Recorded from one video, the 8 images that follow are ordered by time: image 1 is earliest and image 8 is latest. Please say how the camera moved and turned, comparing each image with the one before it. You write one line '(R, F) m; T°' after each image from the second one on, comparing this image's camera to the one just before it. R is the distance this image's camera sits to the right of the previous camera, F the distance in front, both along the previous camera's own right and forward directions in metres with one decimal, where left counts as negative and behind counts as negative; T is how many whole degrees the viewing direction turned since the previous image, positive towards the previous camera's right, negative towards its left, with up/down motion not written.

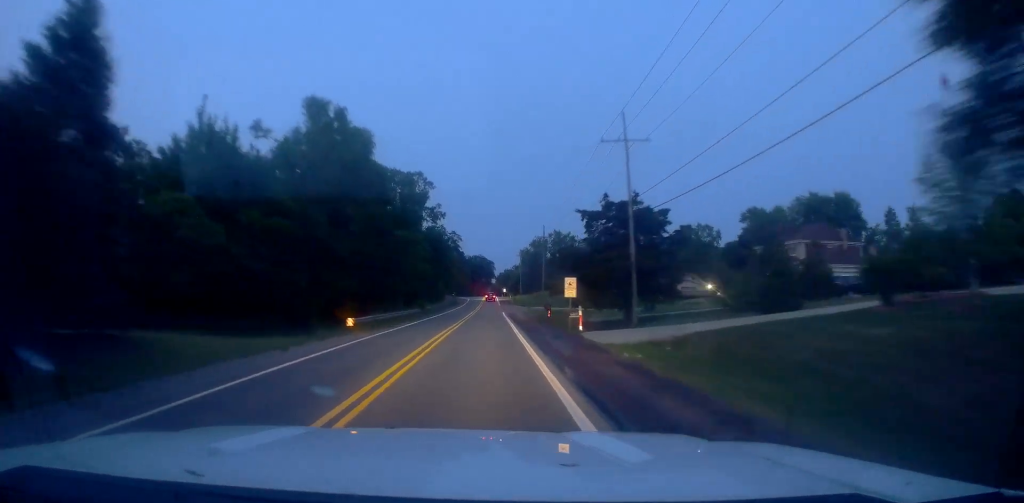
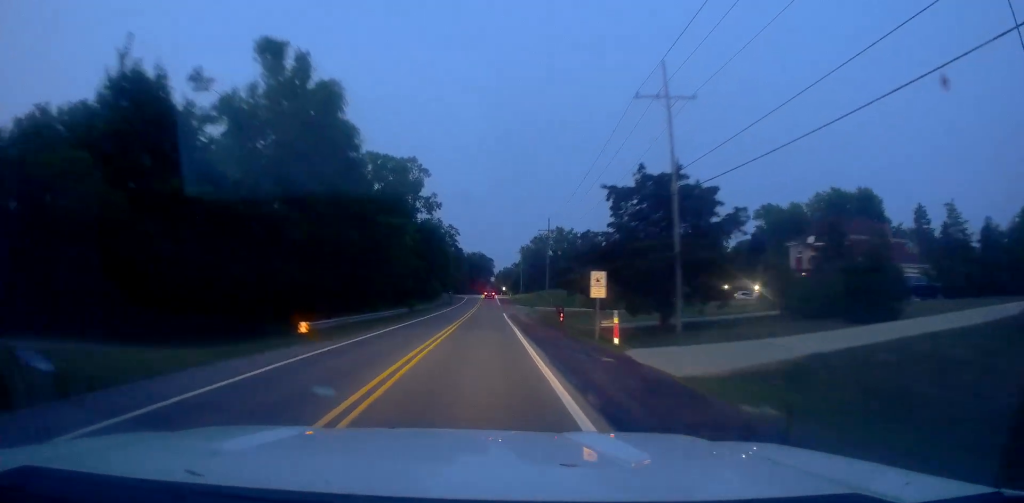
(+0.1, +8.2) m; 0°
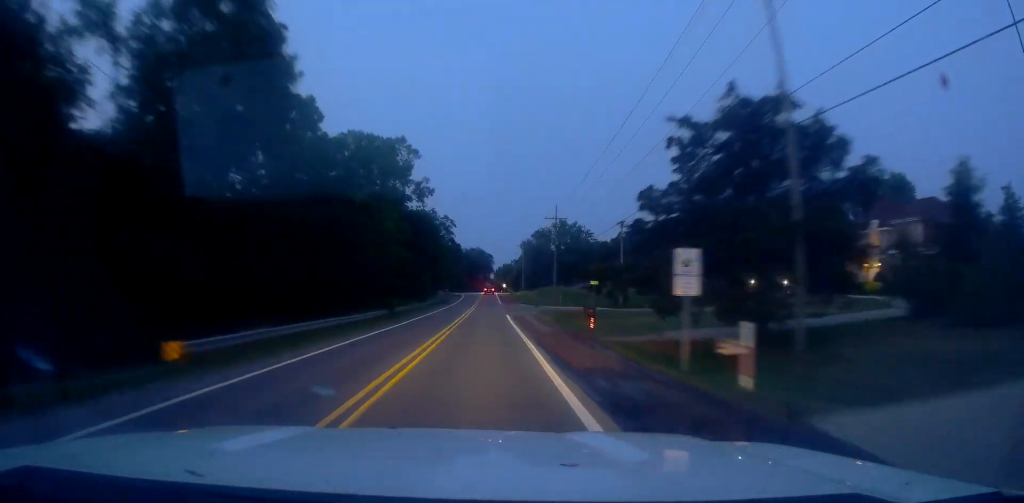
(+0.3, +10.7) m; -1°
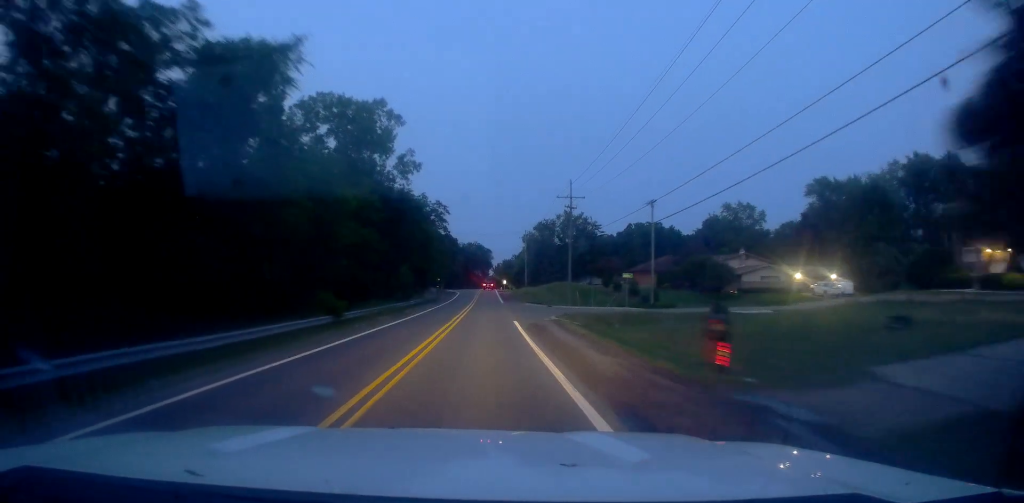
(-0.4, +14.5) m; -2°
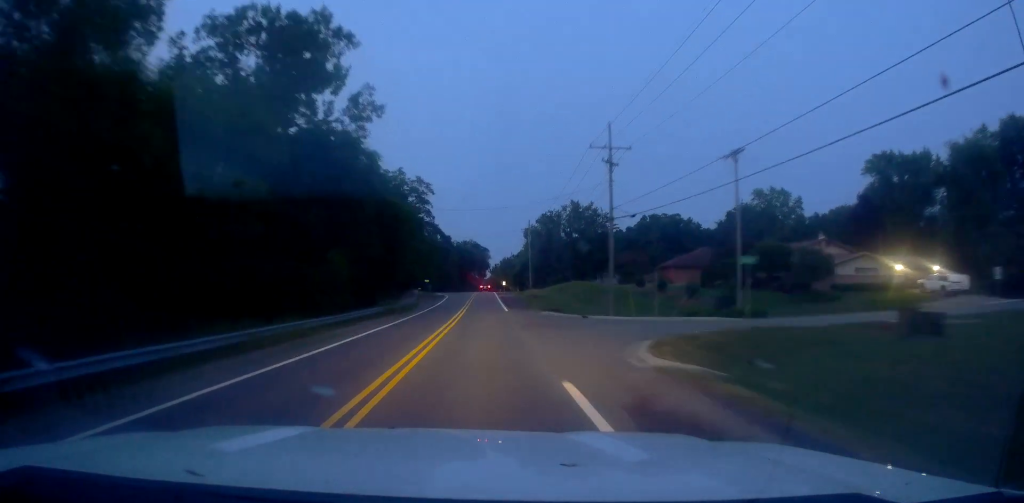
(-0.3, +22.3) m; +1°
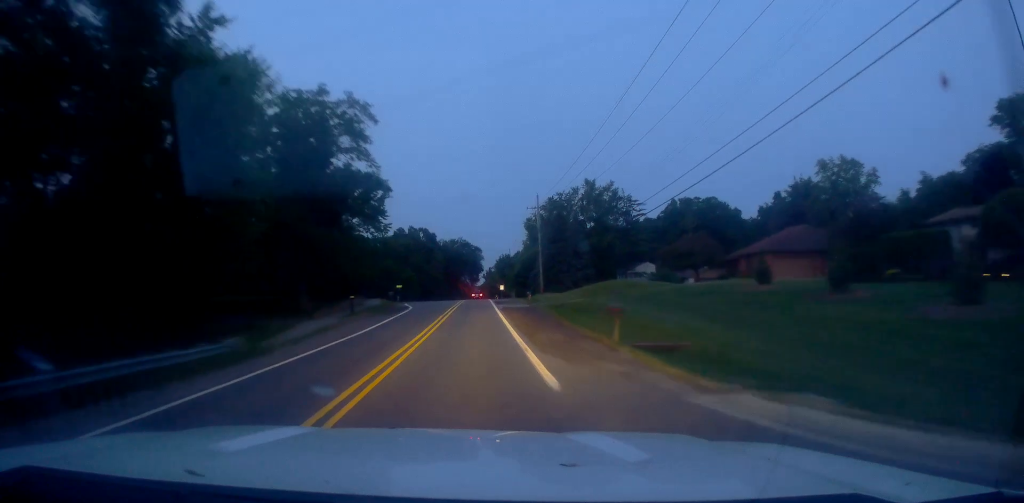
(+1.0, +33.7) m; +2°
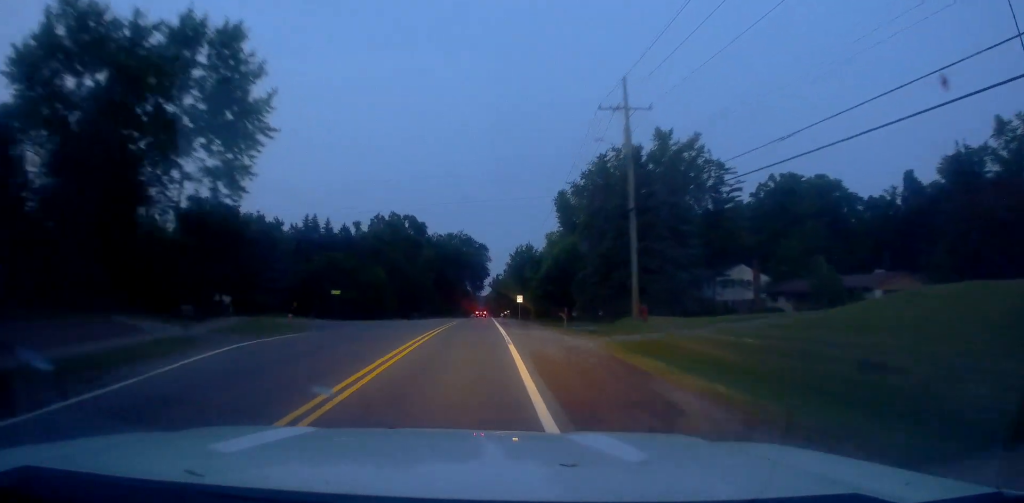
(+0.5, +46.9) m; -1°
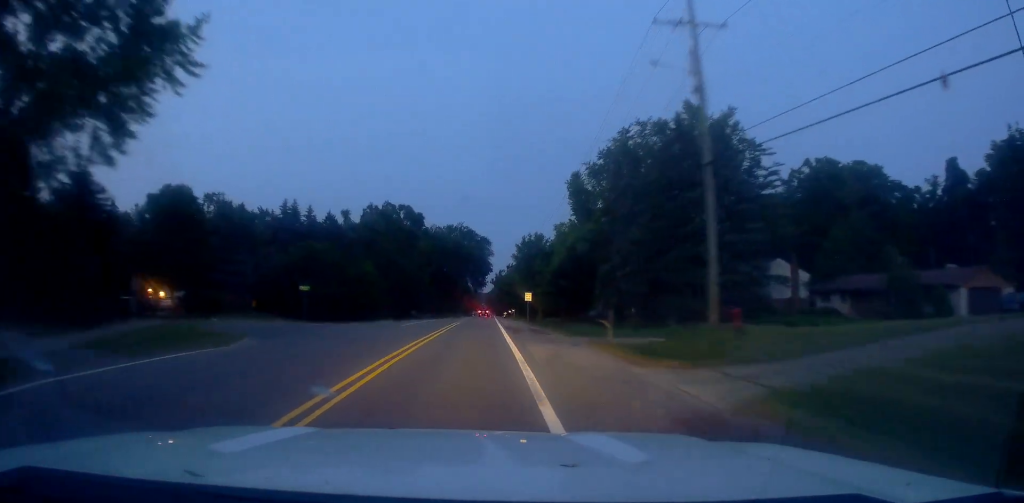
(-0.2, +10.8) m; 0°
